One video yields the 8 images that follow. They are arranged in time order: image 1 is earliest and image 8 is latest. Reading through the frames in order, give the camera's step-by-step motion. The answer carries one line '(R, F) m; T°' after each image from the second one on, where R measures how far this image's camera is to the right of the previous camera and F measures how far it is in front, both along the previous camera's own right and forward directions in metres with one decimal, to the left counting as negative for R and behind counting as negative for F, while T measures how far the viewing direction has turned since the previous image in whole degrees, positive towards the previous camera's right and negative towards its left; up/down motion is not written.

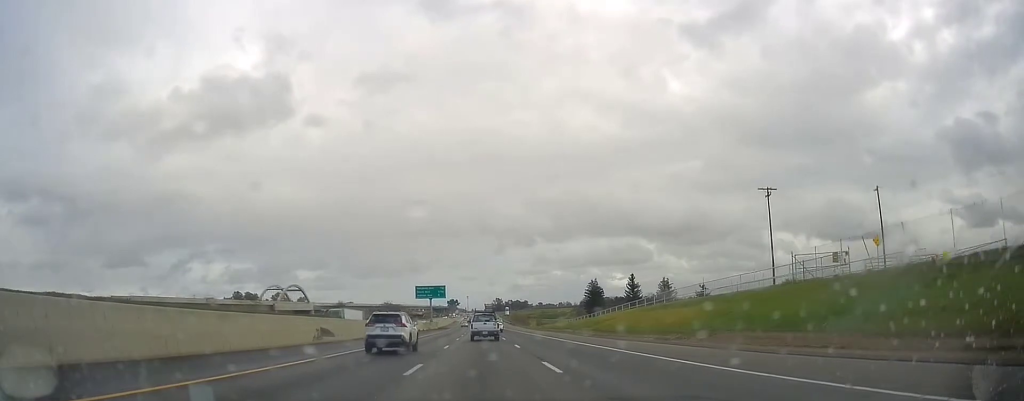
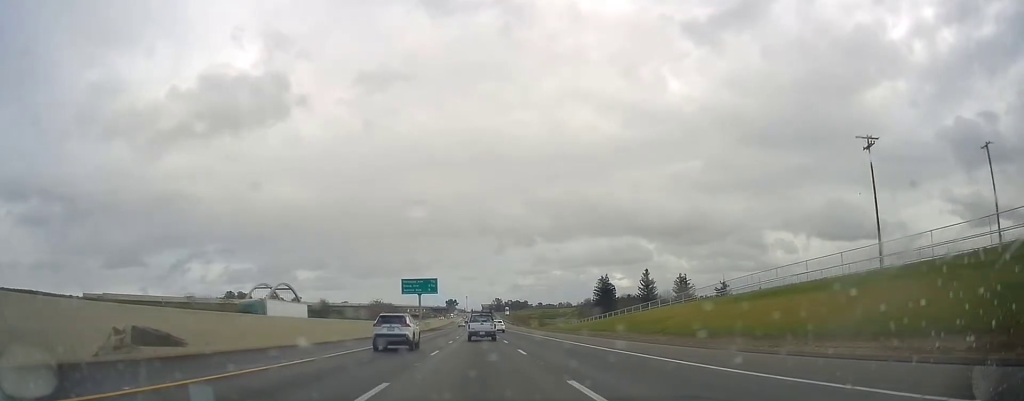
(+0.1, +21.1) m; 0°
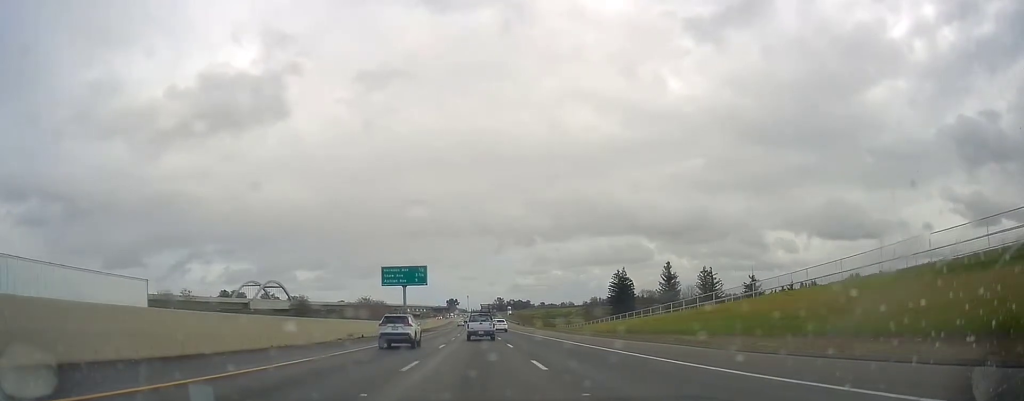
(+0.1, +22.2) m; 0°
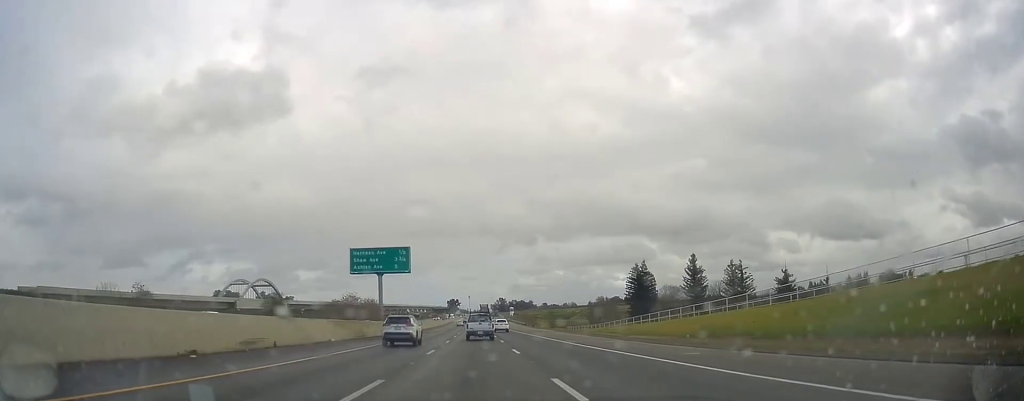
(0.0, +21.3) m; 0°
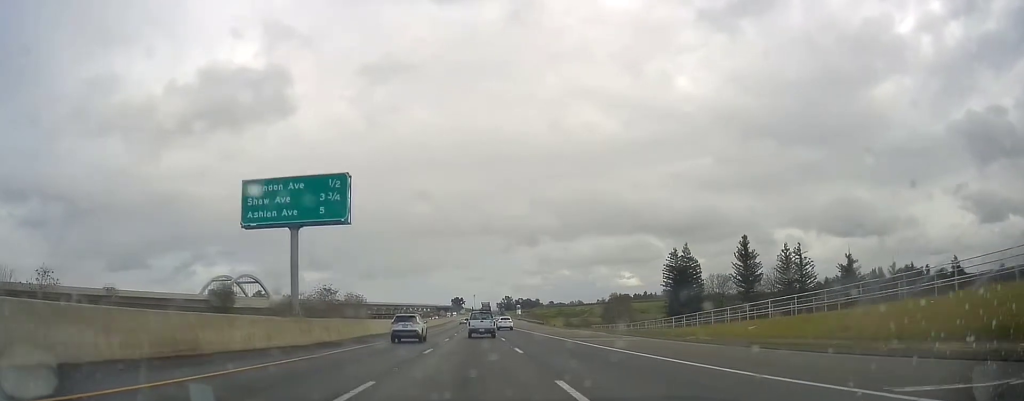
(0.0, +29.4) m; -1°
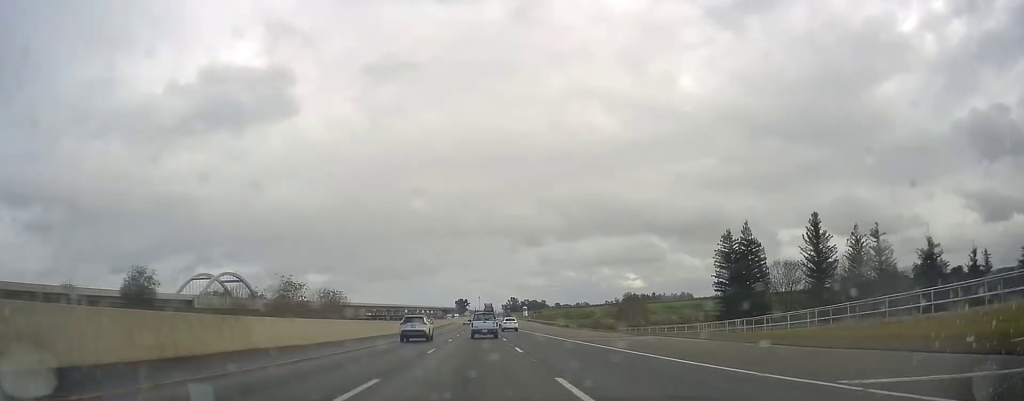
(-0.3, +29.6) m; -1°
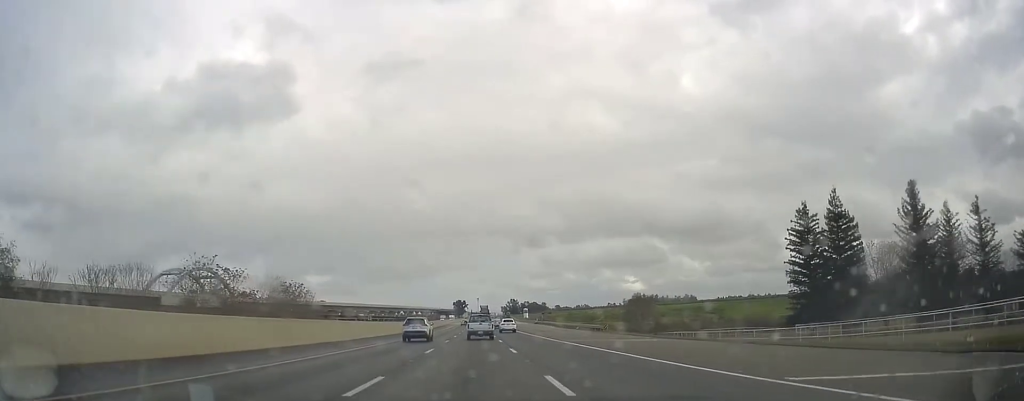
(-0.1, +28.5) m; 0°
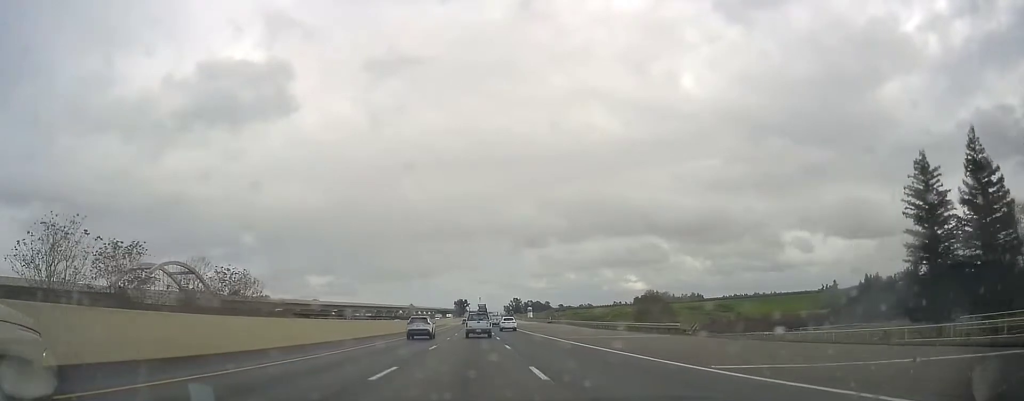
(0.0, +27.5) m; 0°
